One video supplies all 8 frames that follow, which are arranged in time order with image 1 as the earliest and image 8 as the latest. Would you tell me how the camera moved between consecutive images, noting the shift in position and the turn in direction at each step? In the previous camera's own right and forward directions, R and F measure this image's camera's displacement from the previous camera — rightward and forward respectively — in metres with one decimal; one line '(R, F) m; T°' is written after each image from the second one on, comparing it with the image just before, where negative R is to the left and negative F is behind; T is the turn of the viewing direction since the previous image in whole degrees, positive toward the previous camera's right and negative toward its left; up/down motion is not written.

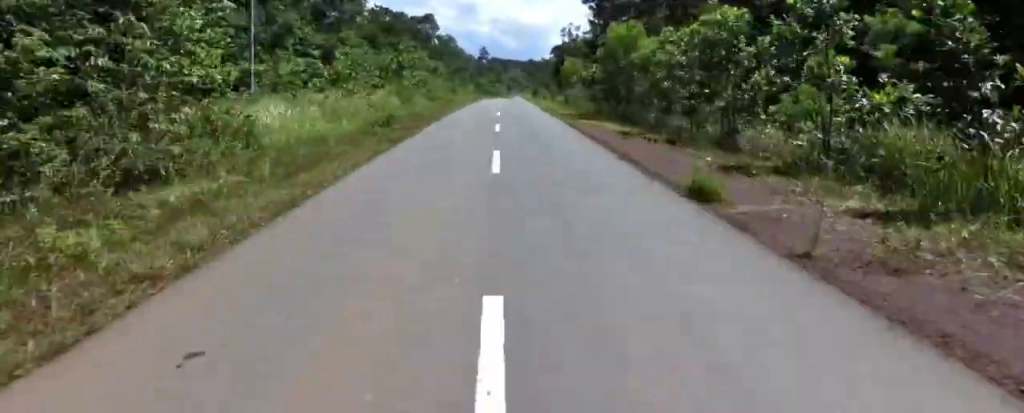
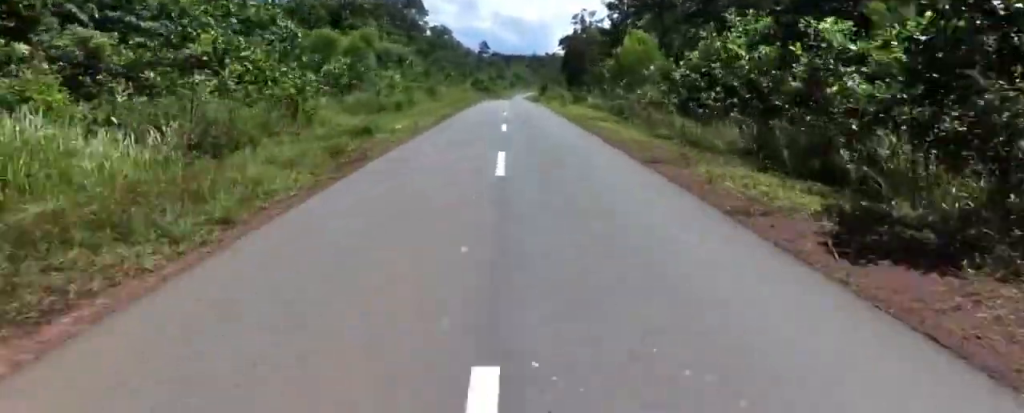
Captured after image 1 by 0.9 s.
(-0.9, +24.4) m; -2°
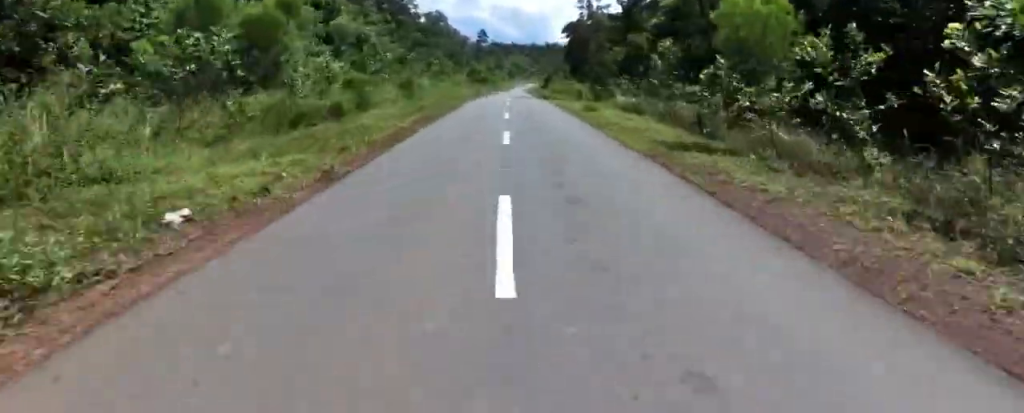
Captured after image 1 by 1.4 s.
(-0.1, +13.3) m; 0°
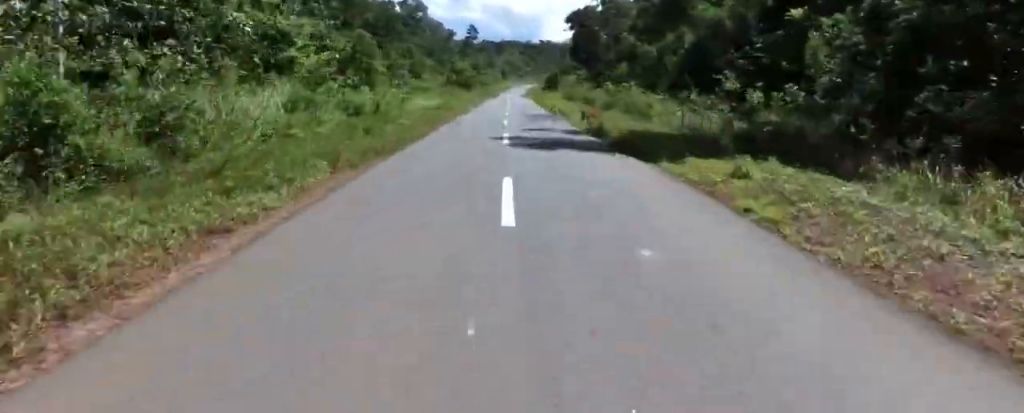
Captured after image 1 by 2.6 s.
(+0.6, +30.9) m; +1°
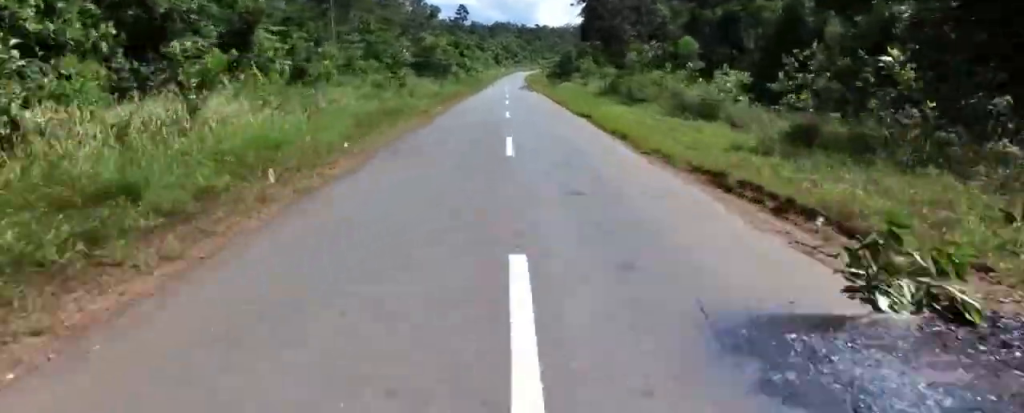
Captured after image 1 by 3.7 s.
(-0.2, +27.6) m; 0°
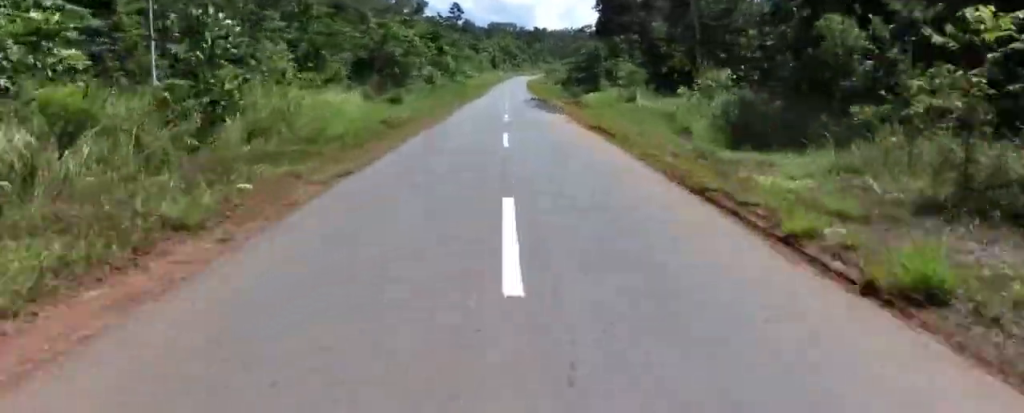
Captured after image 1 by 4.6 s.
(+0.2, +22.2) m; +1°
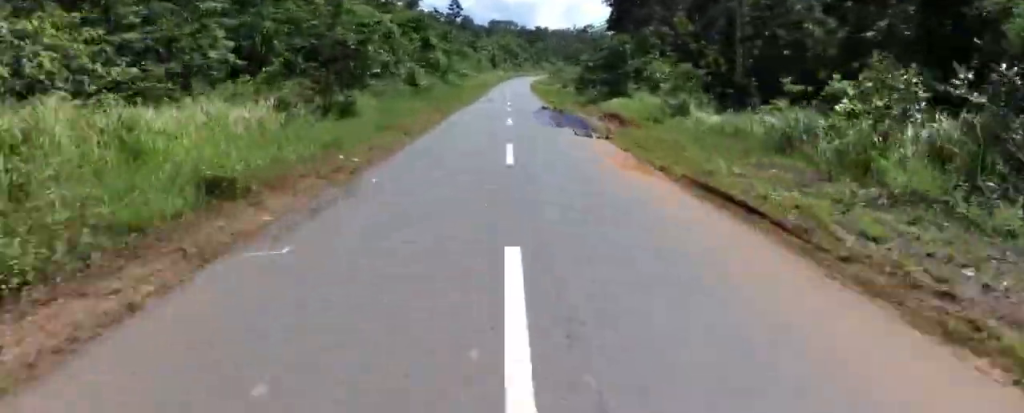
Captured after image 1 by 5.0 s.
(+0.1, +9.8) m; +1°
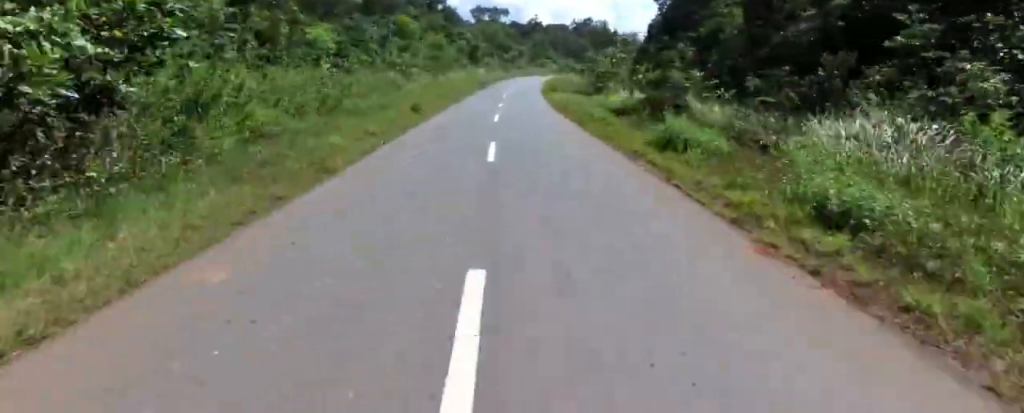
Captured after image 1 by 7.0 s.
(+0.1, +48.4) m; 0°
